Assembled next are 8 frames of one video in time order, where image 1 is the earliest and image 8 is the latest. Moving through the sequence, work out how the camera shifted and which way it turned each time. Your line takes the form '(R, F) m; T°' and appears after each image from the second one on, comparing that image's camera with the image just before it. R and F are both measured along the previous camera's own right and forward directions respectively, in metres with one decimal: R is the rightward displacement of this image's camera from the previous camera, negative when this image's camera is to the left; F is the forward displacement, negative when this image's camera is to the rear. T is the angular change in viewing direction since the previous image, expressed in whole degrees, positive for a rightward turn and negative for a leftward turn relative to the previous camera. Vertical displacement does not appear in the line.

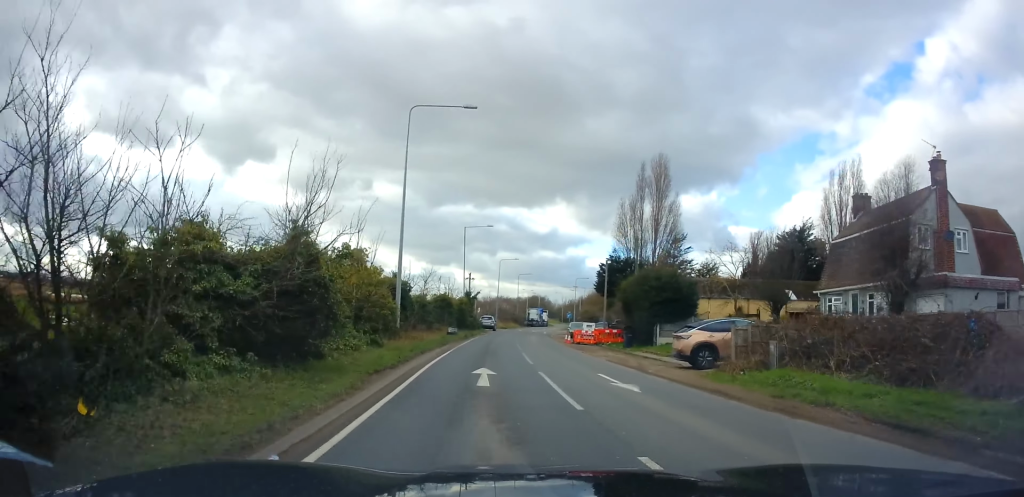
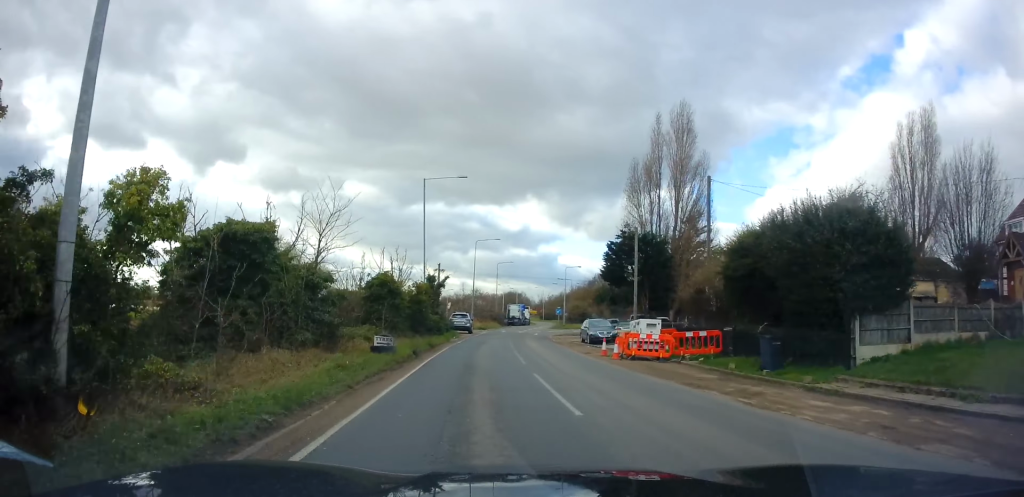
(+0.8, +18.4) m; +3°
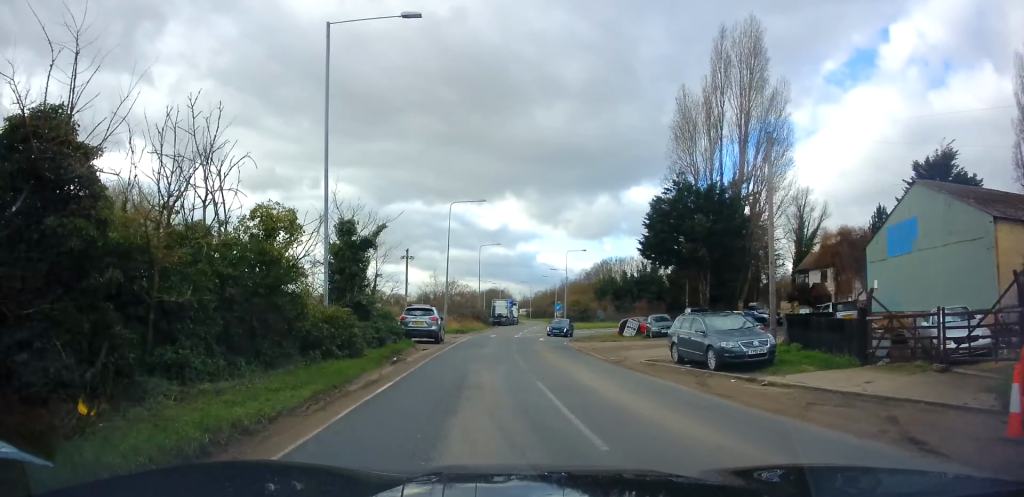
(0.0, +20.1) m; +2°
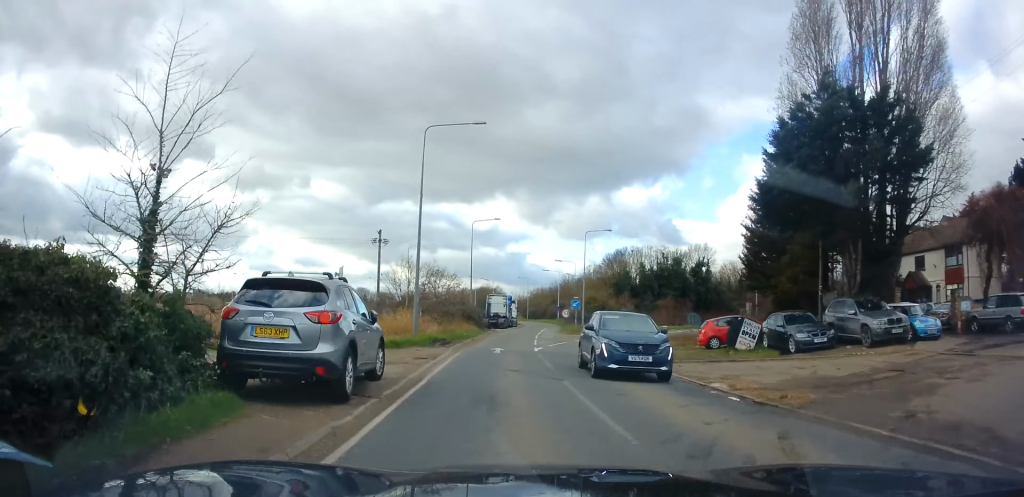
(+0.4, +17.5) m; +1°
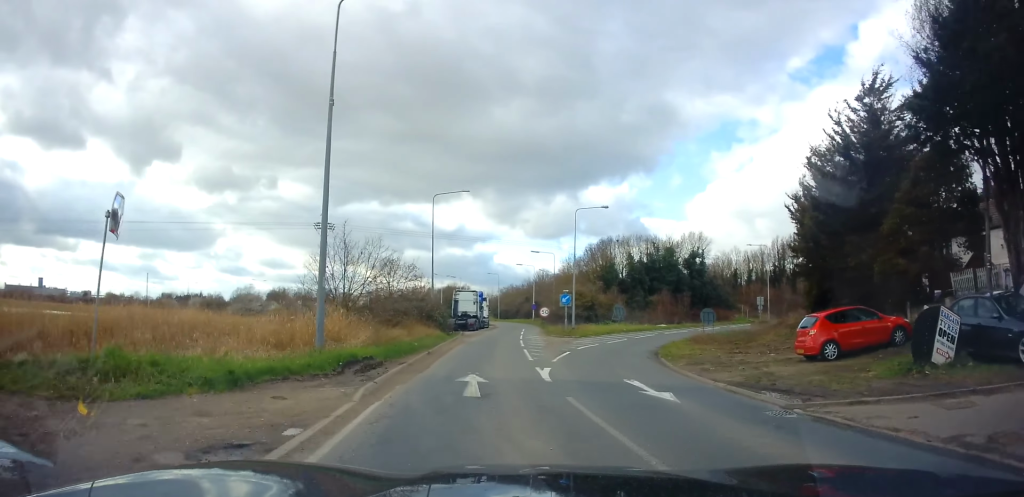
(-0.2, +11.4) m; +2°
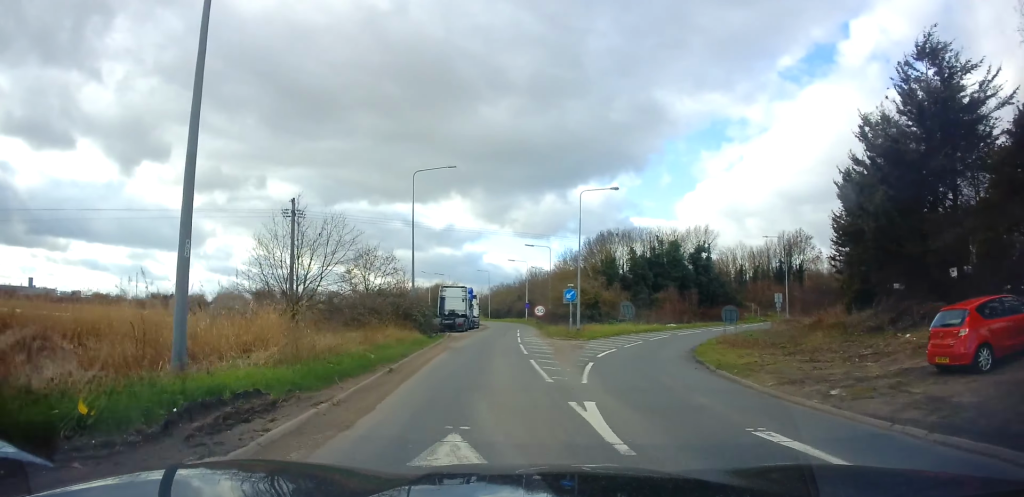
(+0.5, +6.5) m; +1°
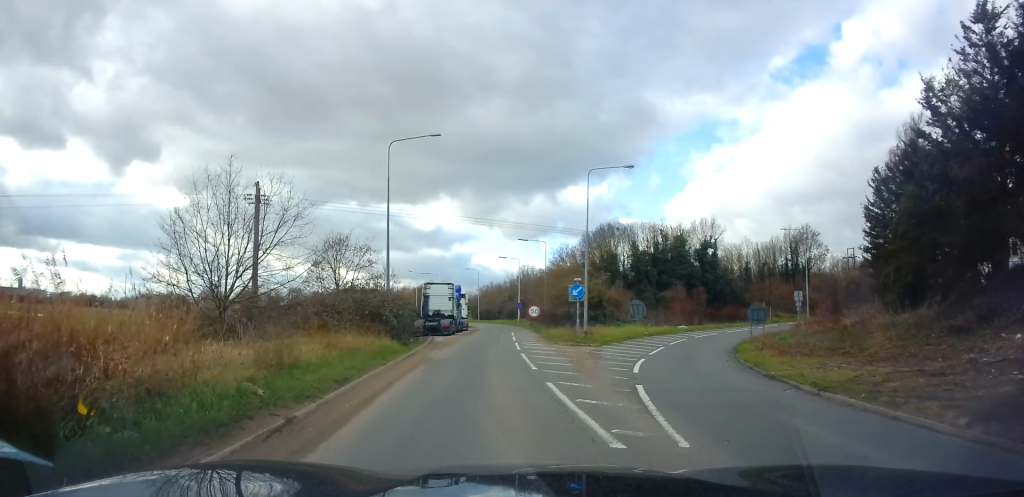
(+0.1, +6.2) m; +1°
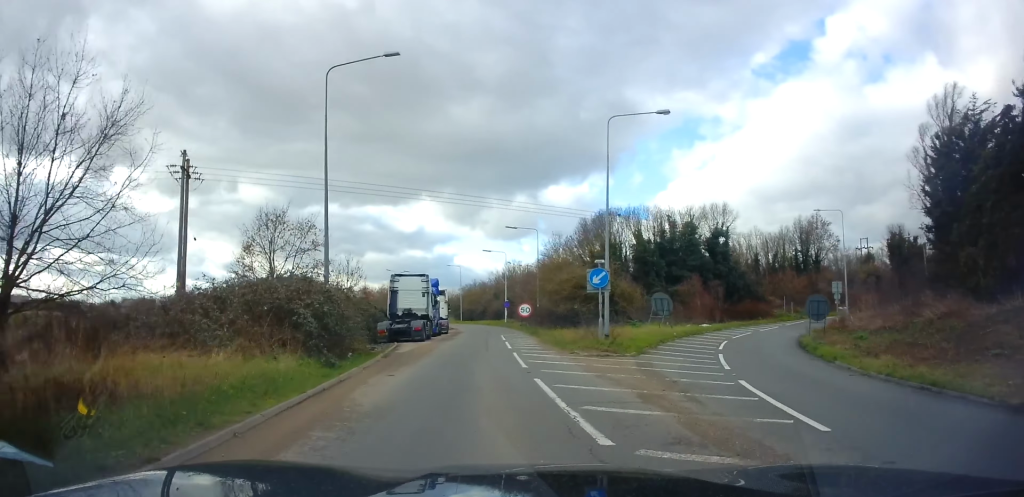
(-0.4, +9.2) m; 0°
